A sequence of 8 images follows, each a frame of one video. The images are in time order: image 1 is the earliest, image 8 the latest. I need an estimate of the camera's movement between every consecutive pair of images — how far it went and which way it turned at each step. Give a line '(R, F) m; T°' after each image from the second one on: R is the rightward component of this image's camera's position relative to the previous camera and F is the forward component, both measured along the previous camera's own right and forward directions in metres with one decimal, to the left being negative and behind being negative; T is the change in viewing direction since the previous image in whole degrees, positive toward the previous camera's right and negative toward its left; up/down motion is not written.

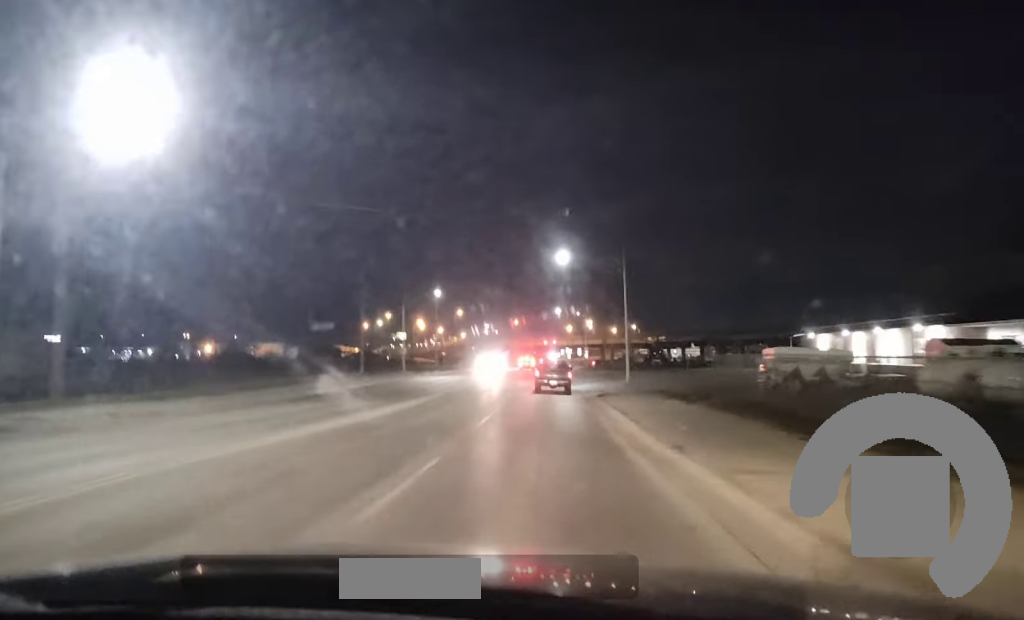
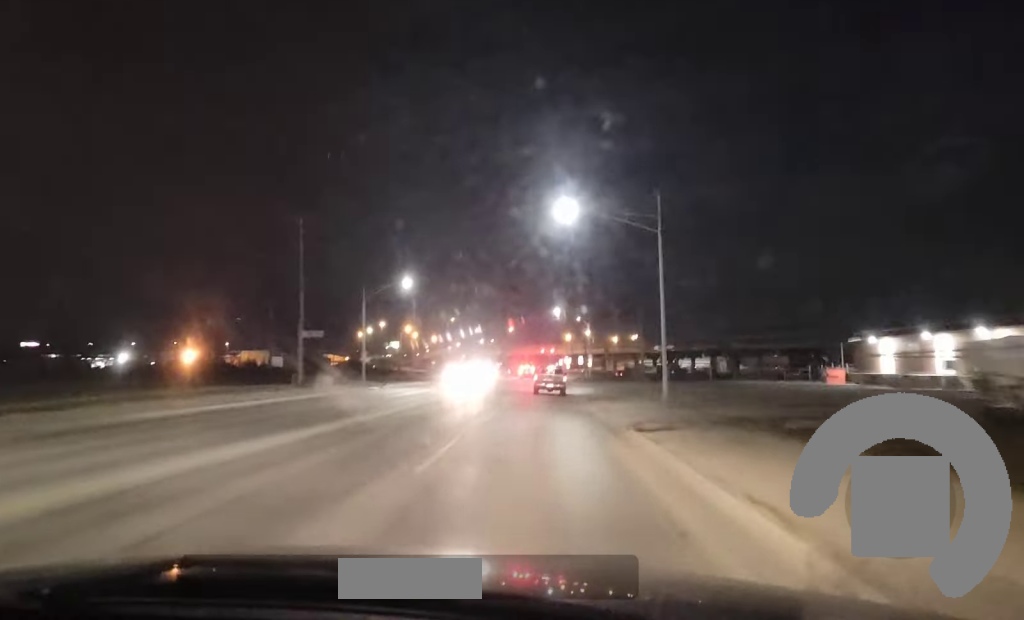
(-0.1, +20.3) m; +1°
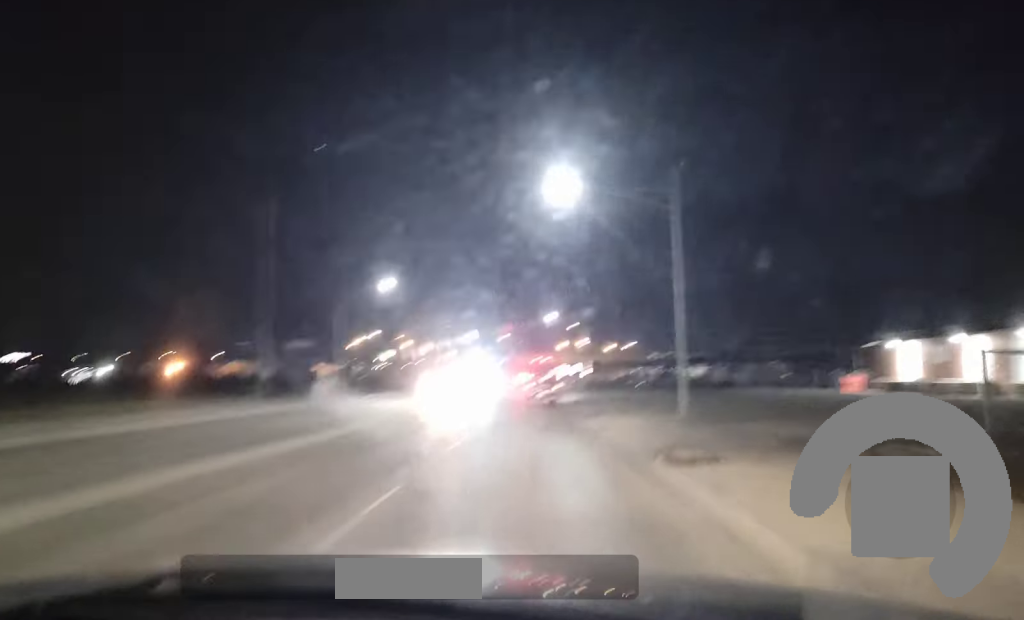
(+0.1, +6.8) m; +1°
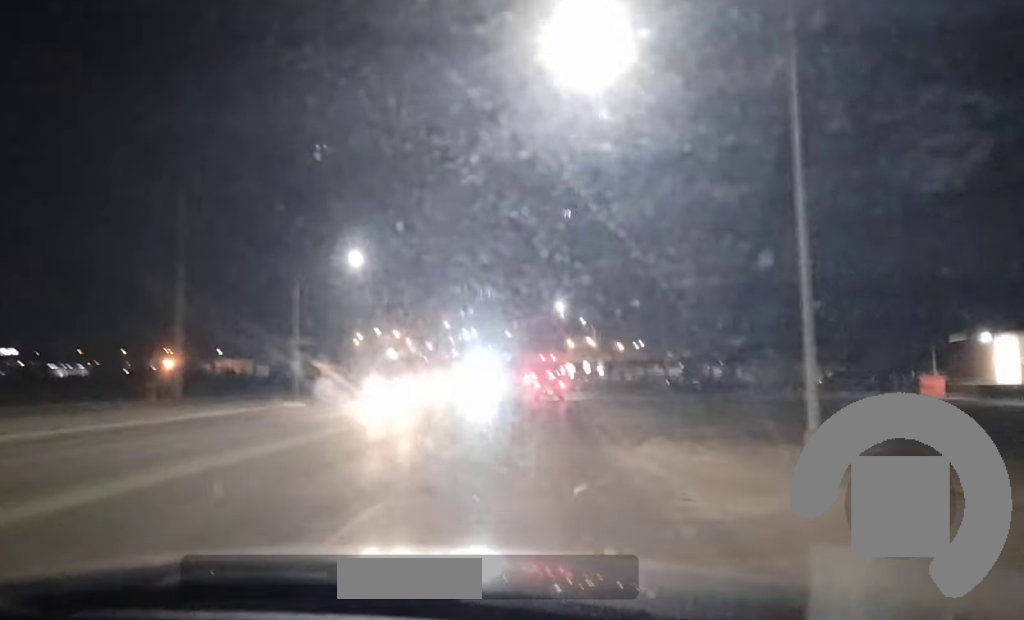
(+0.1, +15.0) m; +1°
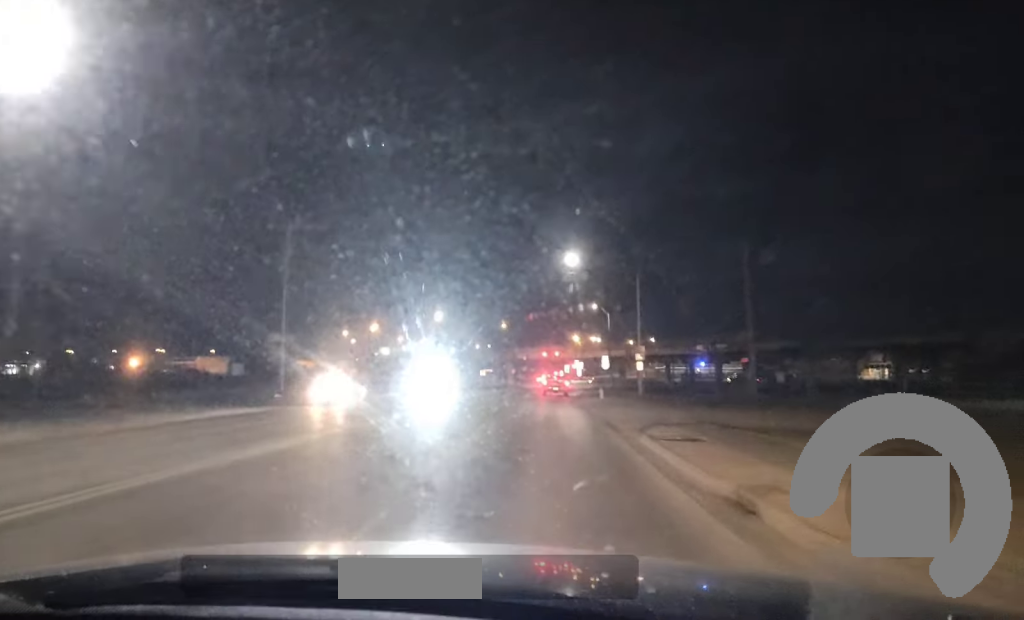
(-0.3, +37.4) m; -1°
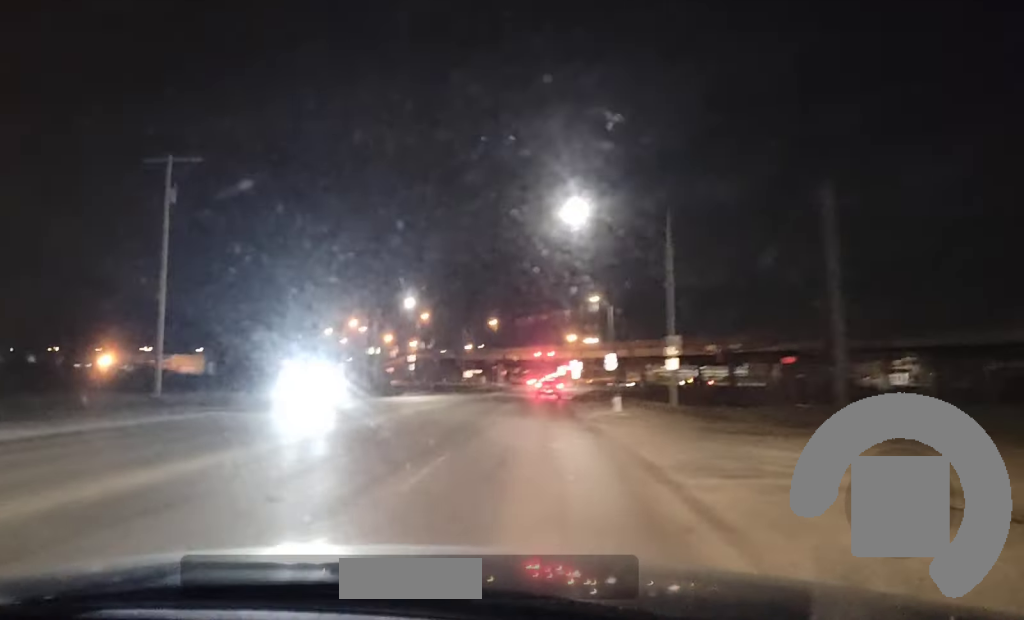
(0.0, +17.2) m; 0°
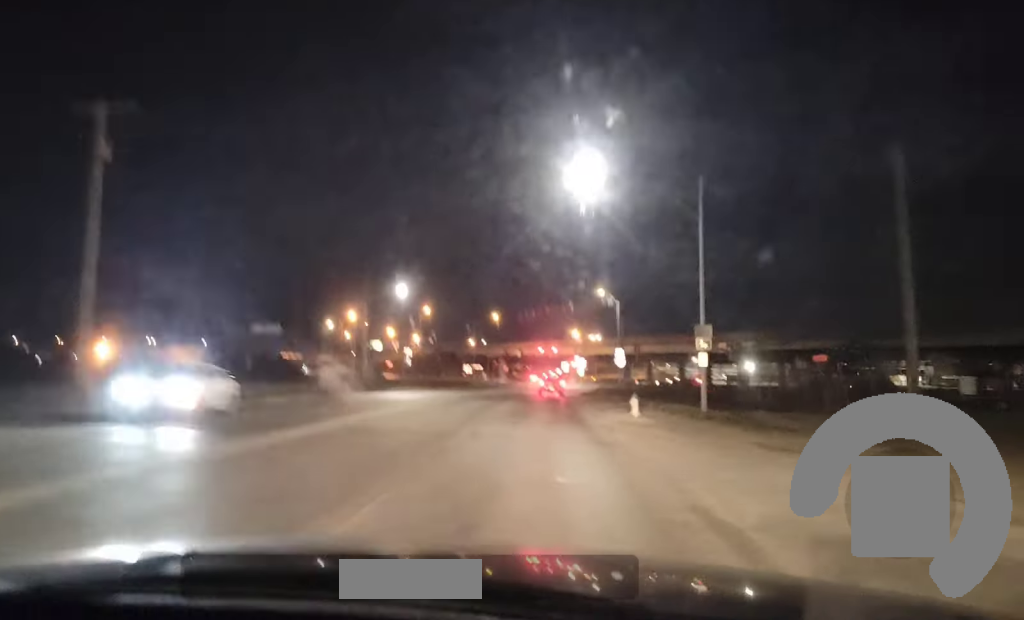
(0.0, +7.1) m; 0°
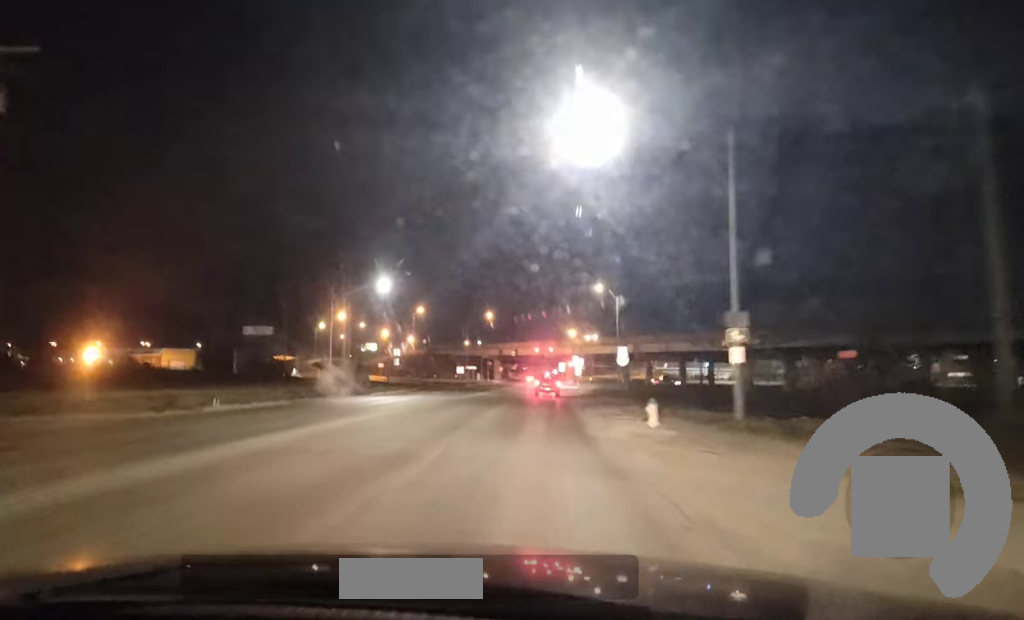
(0.0, +6.3) m; 0°
